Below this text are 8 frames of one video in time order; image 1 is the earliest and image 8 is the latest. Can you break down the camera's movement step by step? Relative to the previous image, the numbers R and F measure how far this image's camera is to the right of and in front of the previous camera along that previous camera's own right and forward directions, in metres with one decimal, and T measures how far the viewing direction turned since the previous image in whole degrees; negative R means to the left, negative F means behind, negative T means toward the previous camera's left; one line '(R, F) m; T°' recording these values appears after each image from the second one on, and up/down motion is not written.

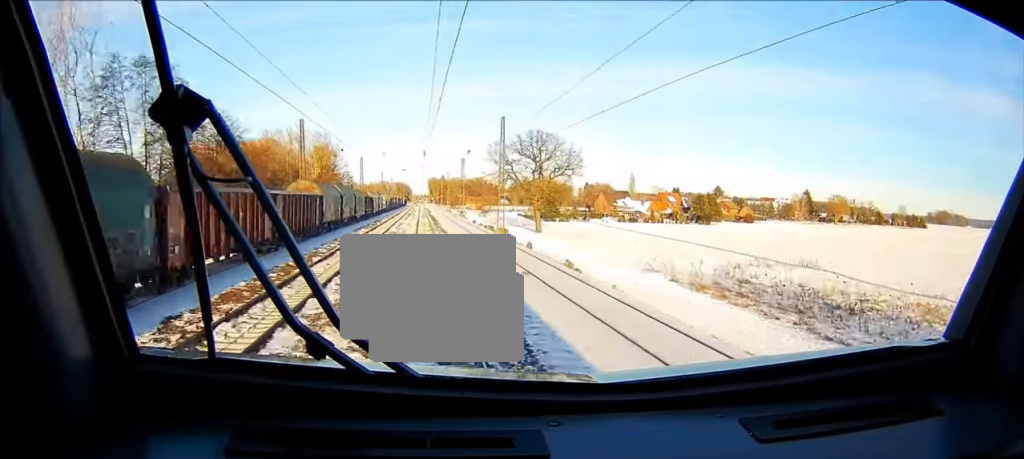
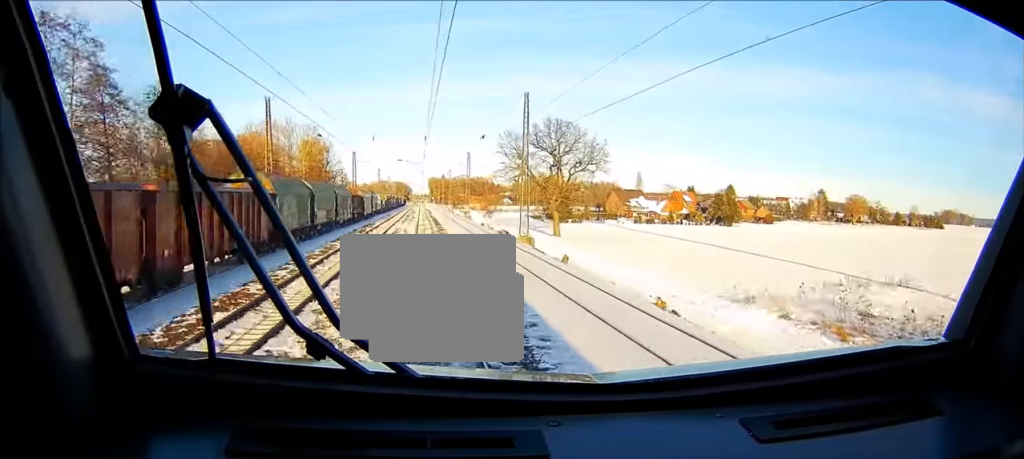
(0.0, +16.7) m; 0°
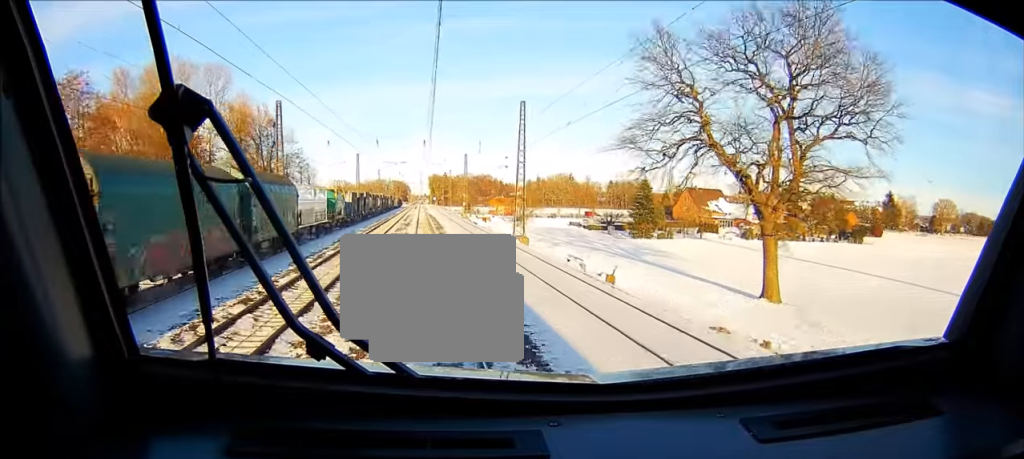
(-0.2, +71.9) m; 0°
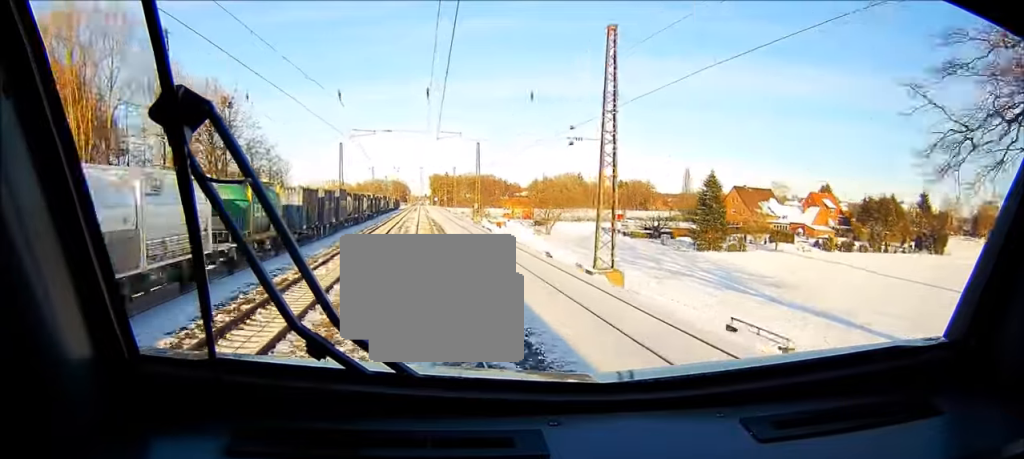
(0.0, +28.2) m; 0°
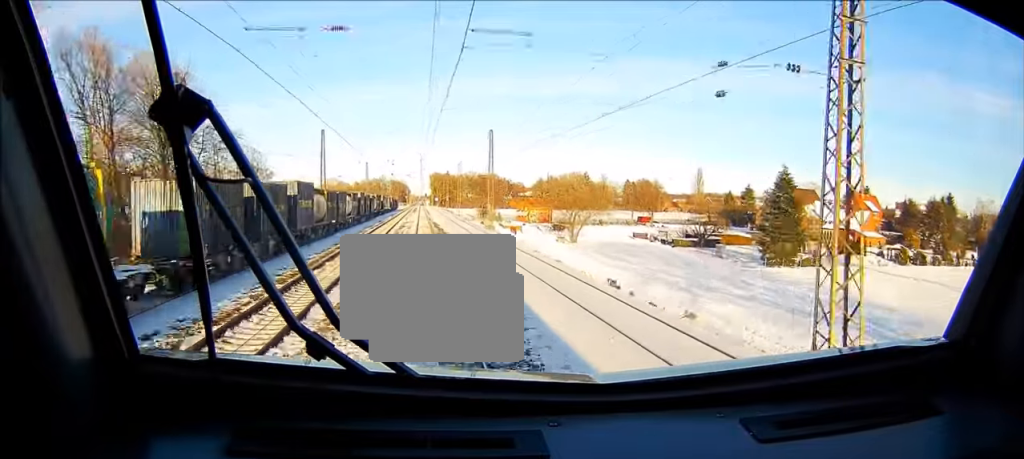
(0.0, +20.5) m; 0°
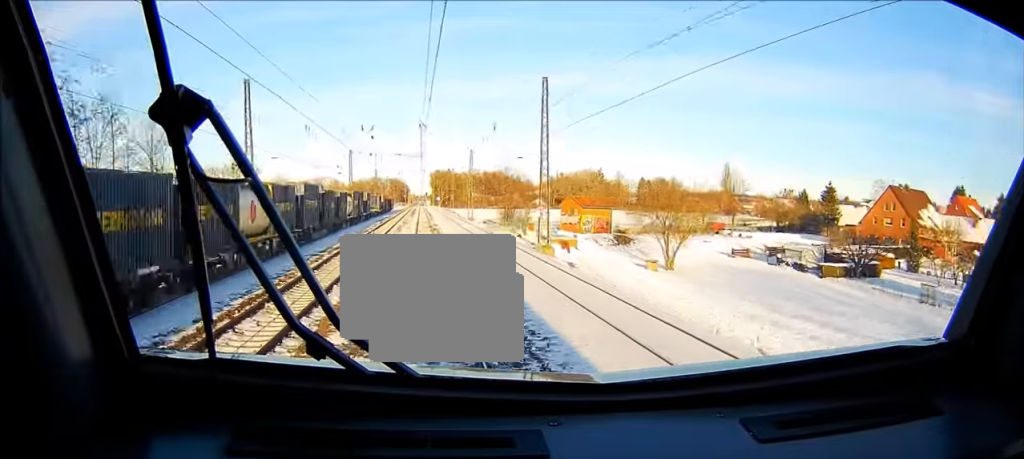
(+0.1, +38.6) m; 0°
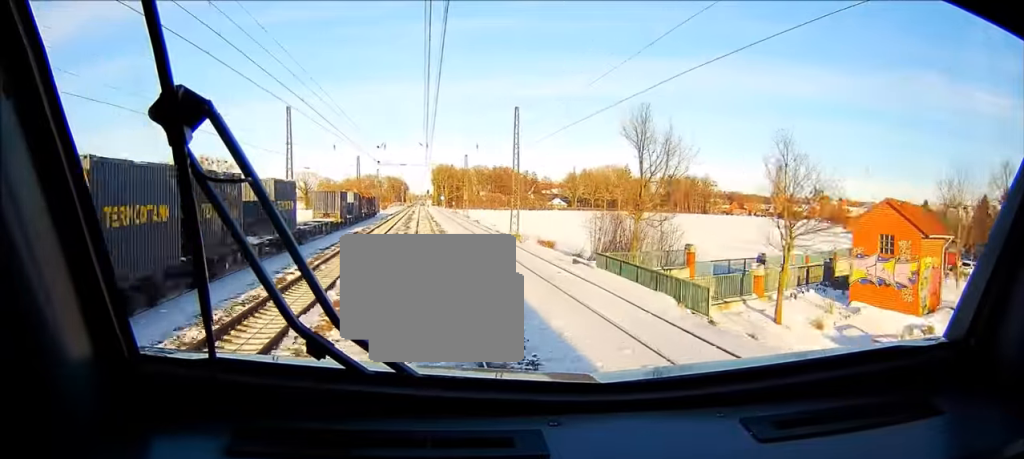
(+0.1, +58.0) m; 0°
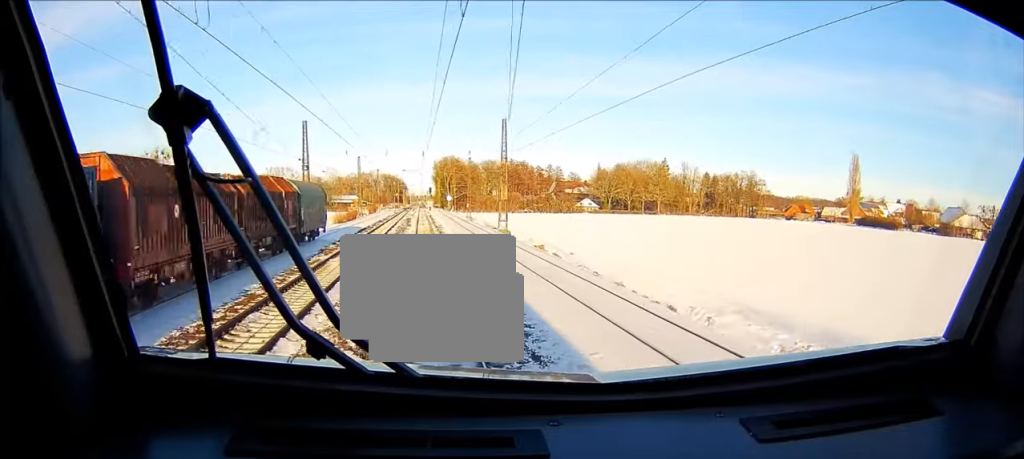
(-0.1, +65.9) m; 0°
